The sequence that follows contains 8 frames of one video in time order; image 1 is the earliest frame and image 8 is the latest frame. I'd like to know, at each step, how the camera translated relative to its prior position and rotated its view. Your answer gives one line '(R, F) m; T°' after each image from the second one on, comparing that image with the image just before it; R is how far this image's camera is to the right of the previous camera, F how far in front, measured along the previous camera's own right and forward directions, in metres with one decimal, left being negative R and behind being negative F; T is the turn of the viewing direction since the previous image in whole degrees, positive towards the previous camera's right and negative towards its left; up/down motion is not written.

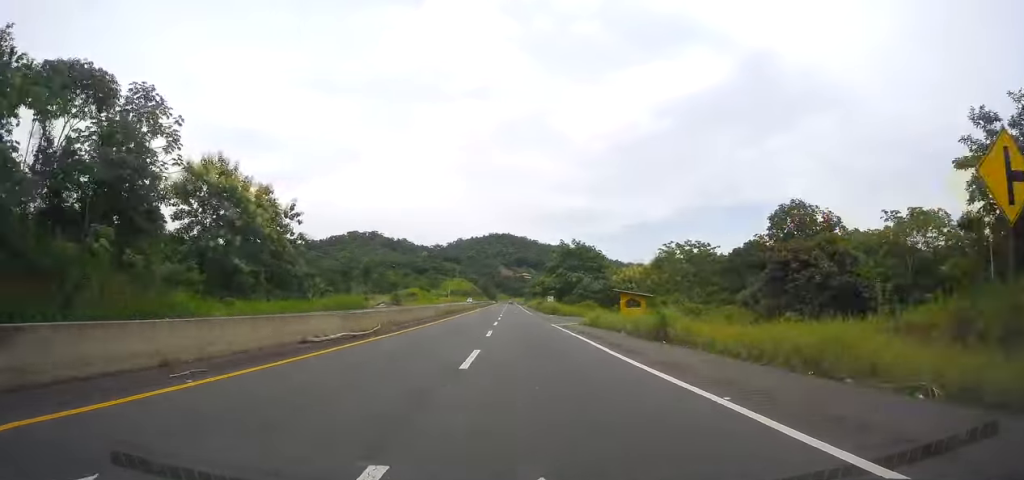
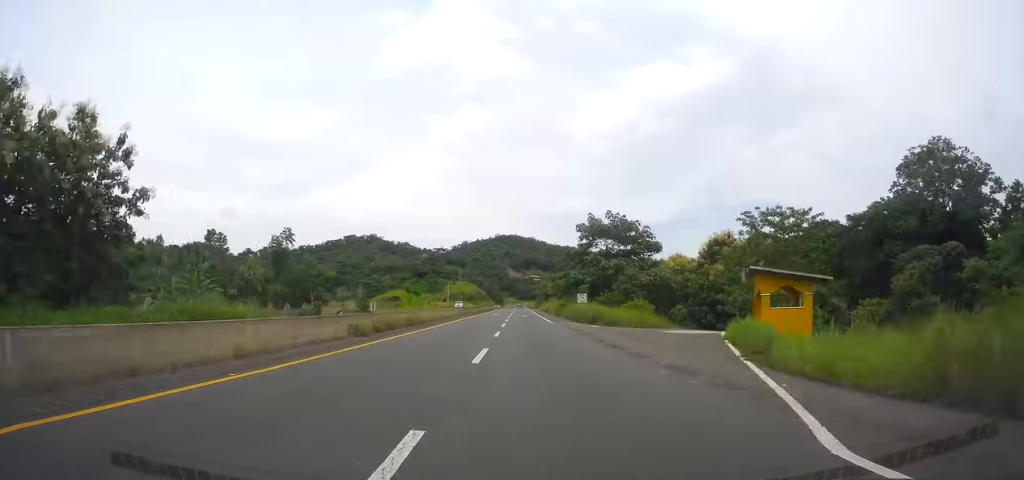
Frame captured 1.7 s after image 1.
(-1.7, +34.9) m; -3°
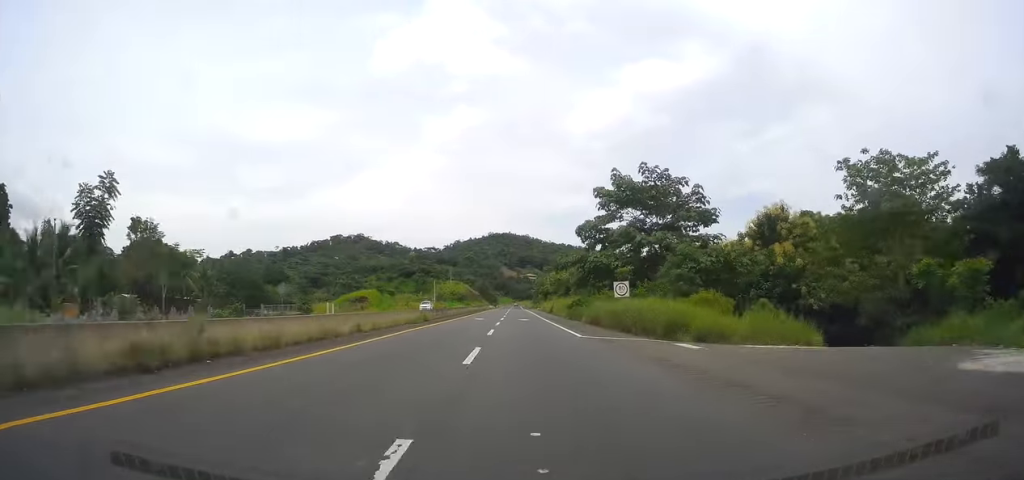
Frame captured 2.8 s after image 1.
(-0.7, +24.7) m; 0°
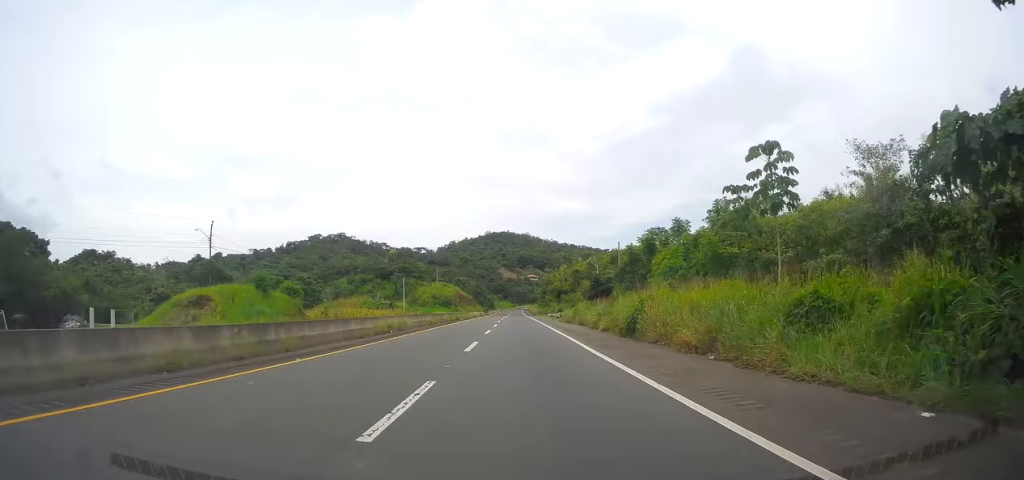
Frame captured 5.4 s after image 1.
(+0.8, +56.0) m; 0°
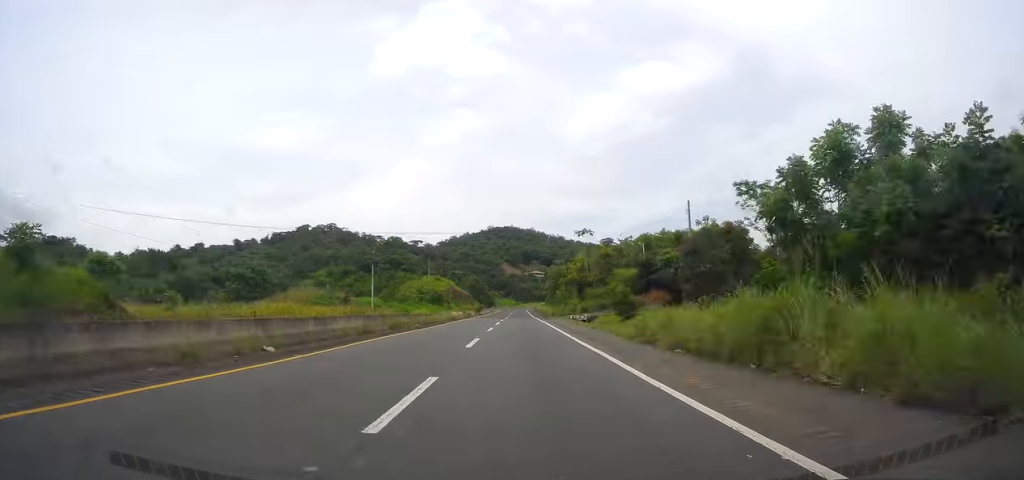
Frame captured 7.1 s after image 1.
(-0.3, +36.5) m; -1°
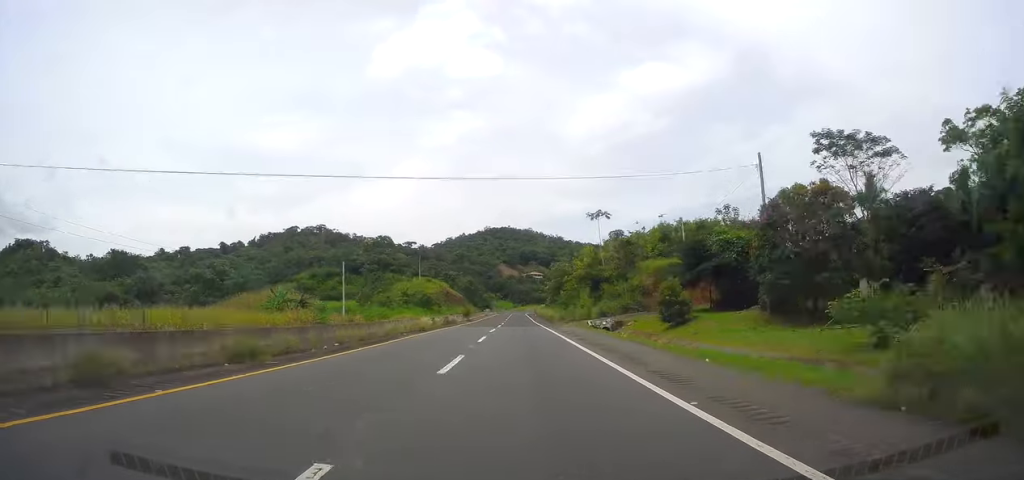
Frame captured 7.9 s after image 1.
(-0.2, +18.4) m; 0°
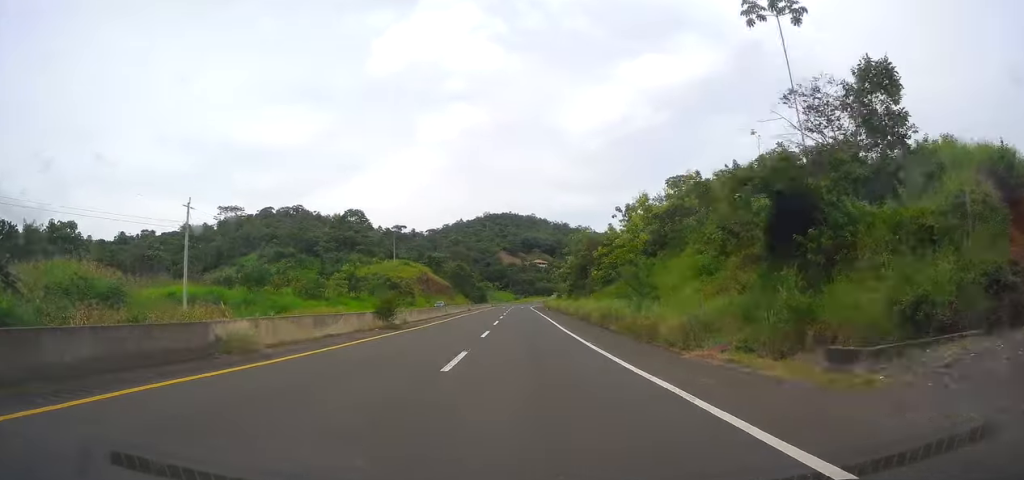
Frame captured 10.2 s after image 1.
(+0.1, +50.0) m; 0°
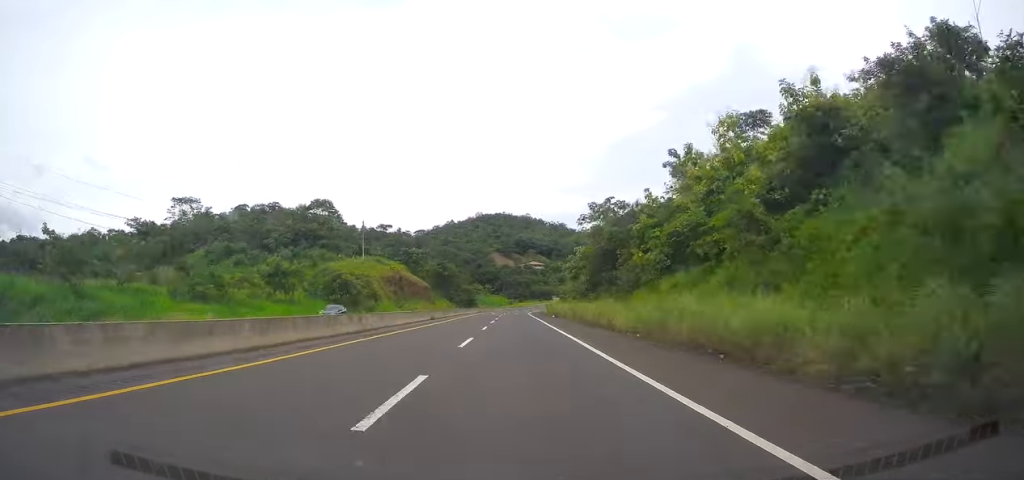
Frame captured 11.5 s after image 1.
(+0.1, +29.8) m; 0°
